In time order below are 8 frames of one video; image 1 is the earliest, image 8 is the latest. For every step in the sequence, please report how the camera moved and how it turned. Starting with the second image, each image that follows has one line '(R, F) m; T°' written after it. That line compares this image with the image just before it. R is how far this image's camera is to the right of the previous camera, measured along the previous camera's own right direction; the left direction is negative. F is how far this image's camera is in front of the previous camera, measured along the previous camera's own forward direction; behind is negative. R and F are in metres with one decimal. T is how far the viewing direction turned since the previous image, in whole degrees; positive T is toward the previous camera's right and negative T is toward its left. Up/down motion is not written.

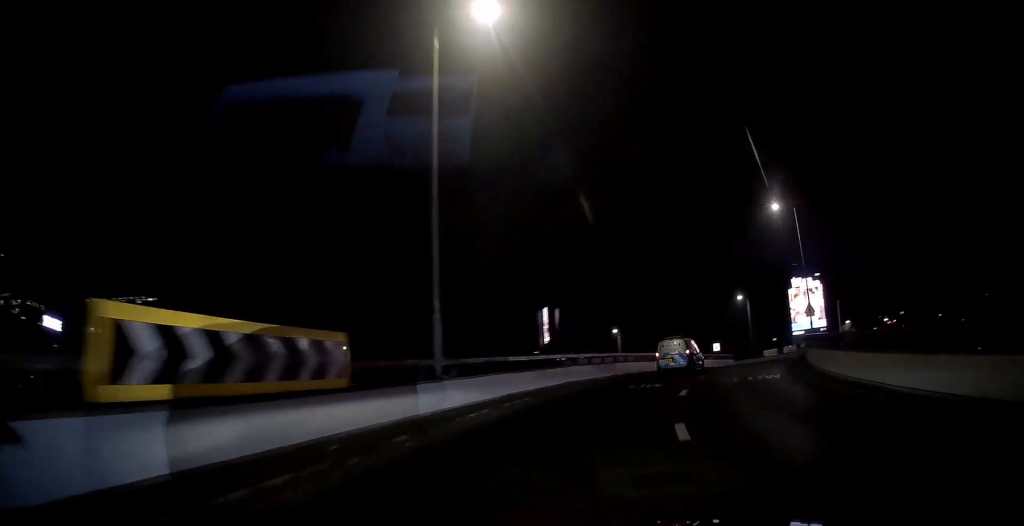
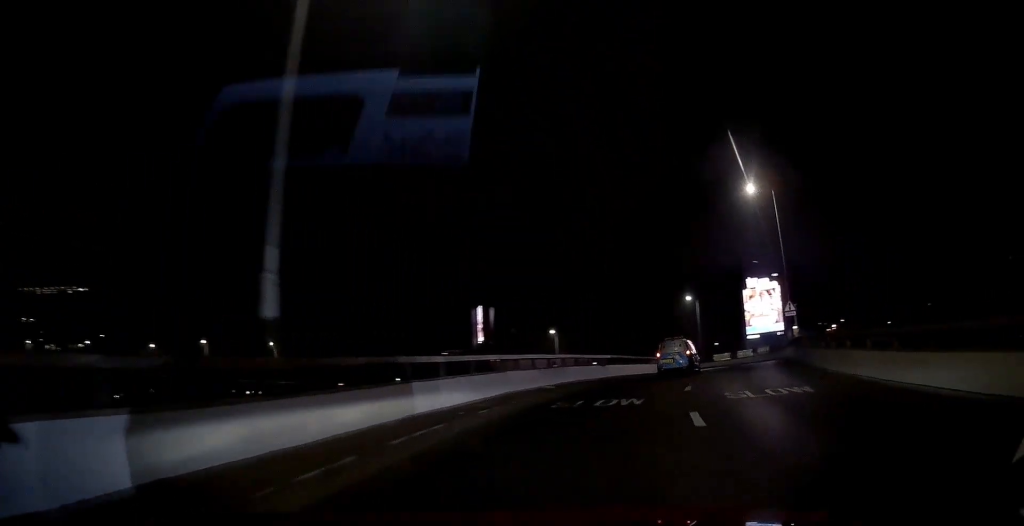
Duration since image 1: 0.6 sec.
(-0.3, +7.1) m; +5°
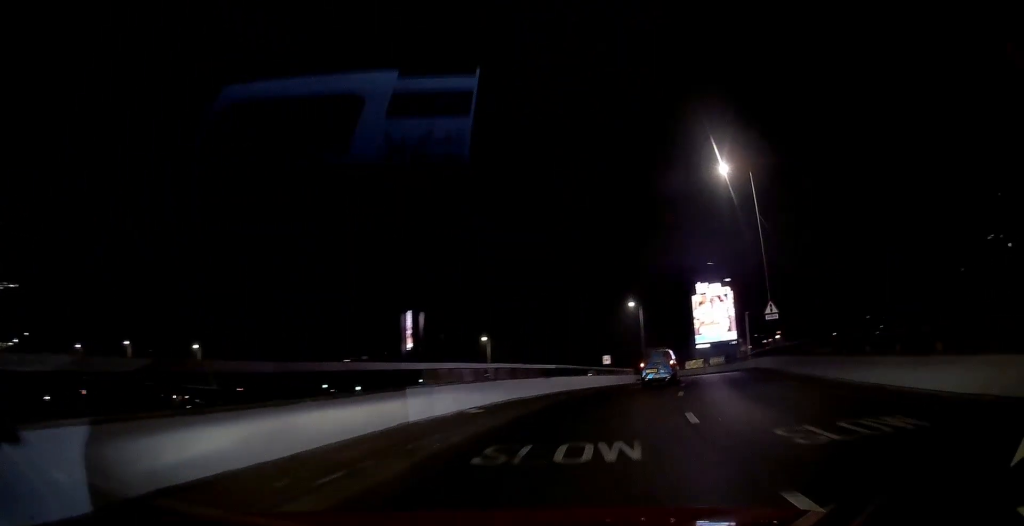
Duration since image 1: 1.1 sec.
(+0.8, +6.8) m; +8°
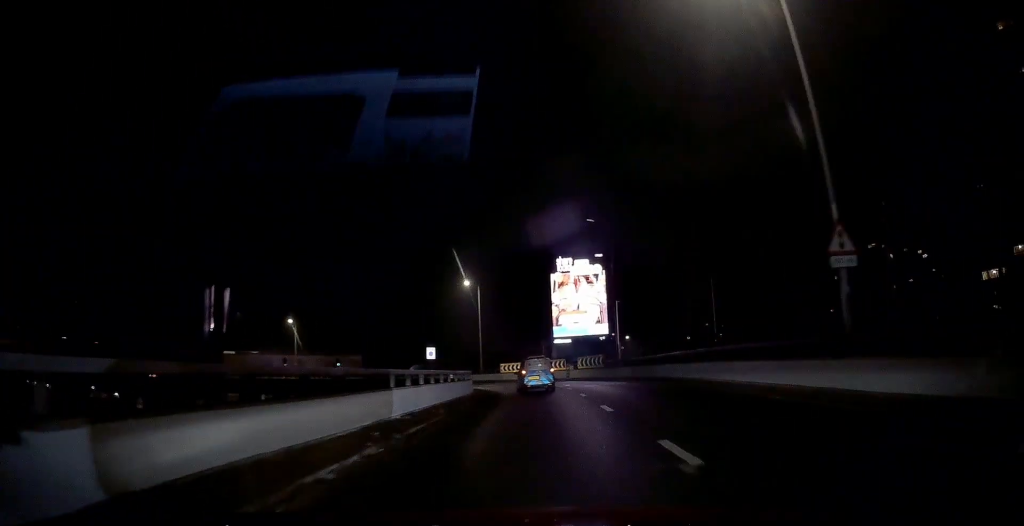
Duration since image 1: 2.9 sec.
(+3.9, +20.2) m; +18°
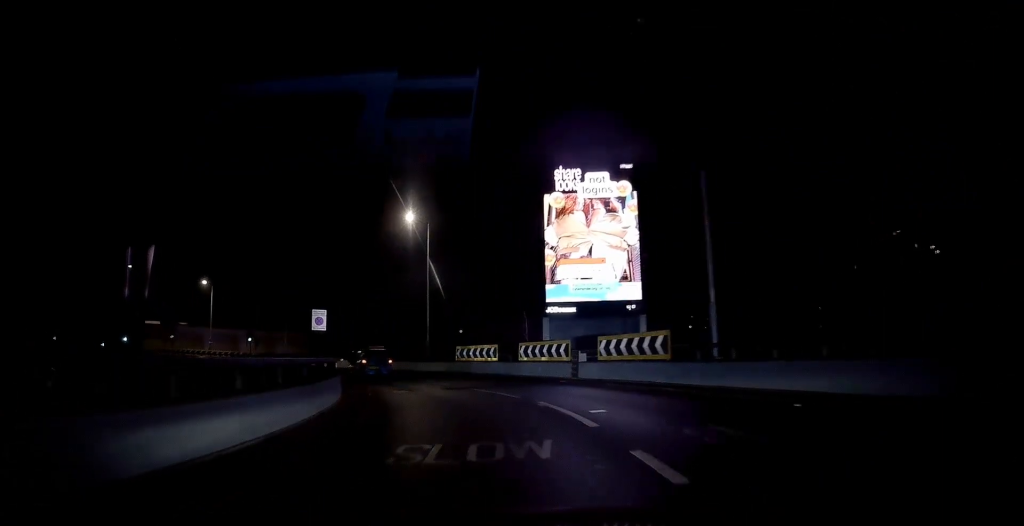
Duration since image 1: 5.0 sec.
(+2.6, +24.8) m; +8°
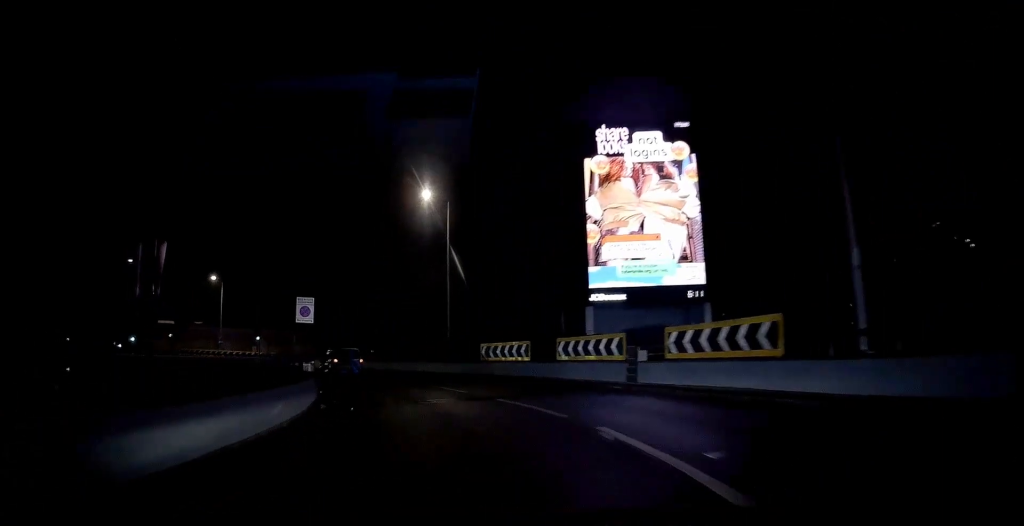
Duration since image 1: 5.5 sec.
(+0.1, +6.2) m; -1°
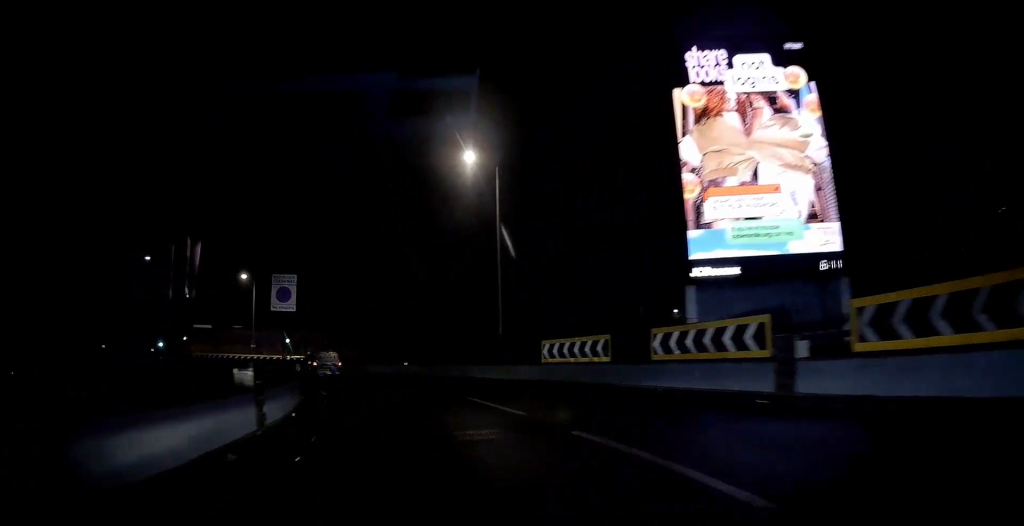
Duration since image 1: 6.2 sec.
(-0.2, +7.8) m; -3°
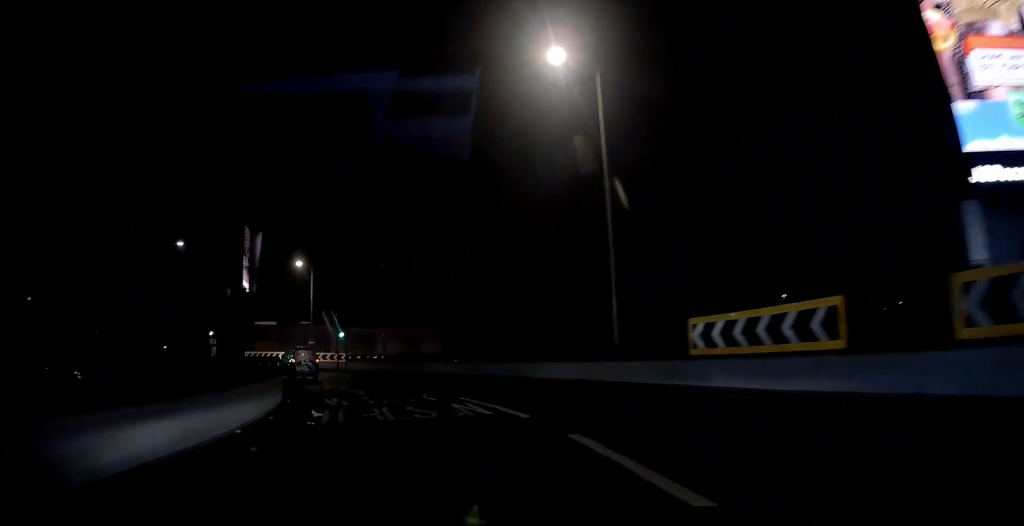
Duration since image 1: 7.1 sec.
(-0.5, +10.3) m; -6°
